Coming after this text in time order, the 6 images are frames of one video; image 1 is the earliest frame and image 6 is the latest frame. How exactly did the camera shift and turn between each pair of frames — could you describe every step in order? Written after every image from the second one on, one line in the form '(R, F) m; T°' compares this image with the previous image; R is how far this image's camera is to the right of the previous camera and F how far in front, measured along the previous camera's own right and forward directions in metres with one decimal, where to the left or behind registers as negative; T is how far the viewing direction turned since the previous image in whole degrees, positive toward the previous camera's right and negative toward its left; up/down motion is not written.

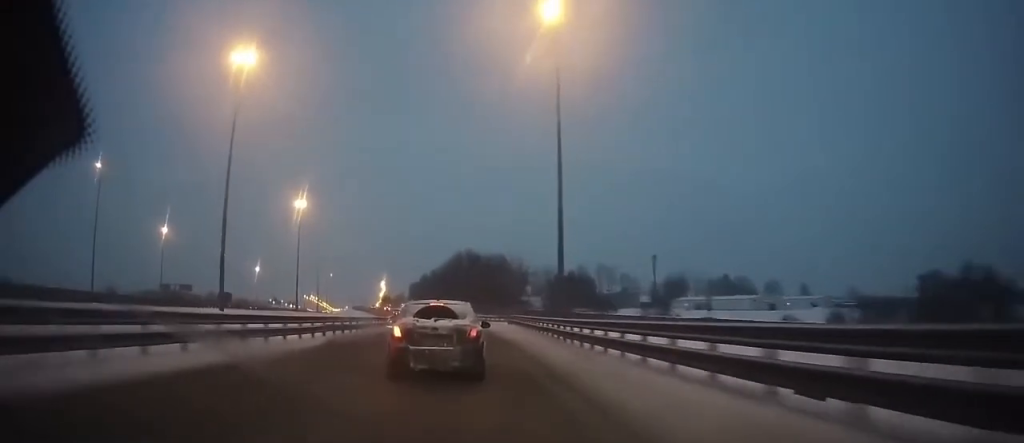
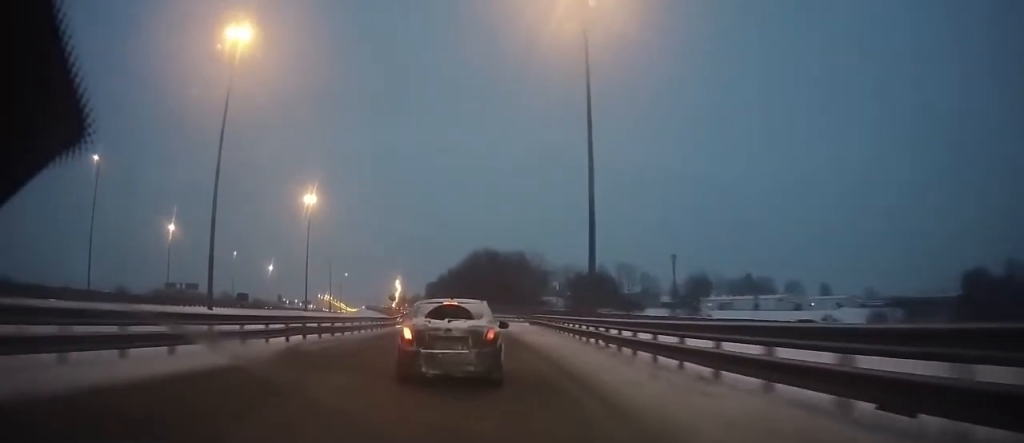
(-0.1, +7.7) m; 0°
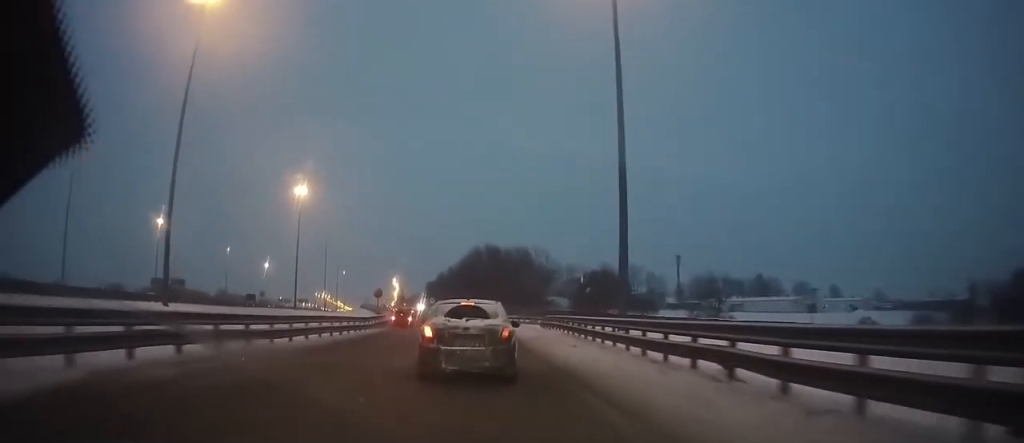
(-0.1, +11.2) m; -1°
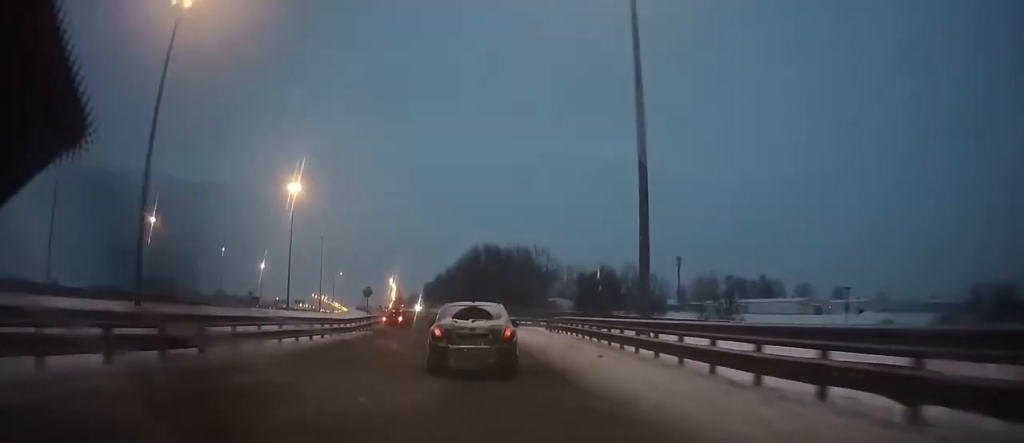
(0.0, +6.1) m; 0°
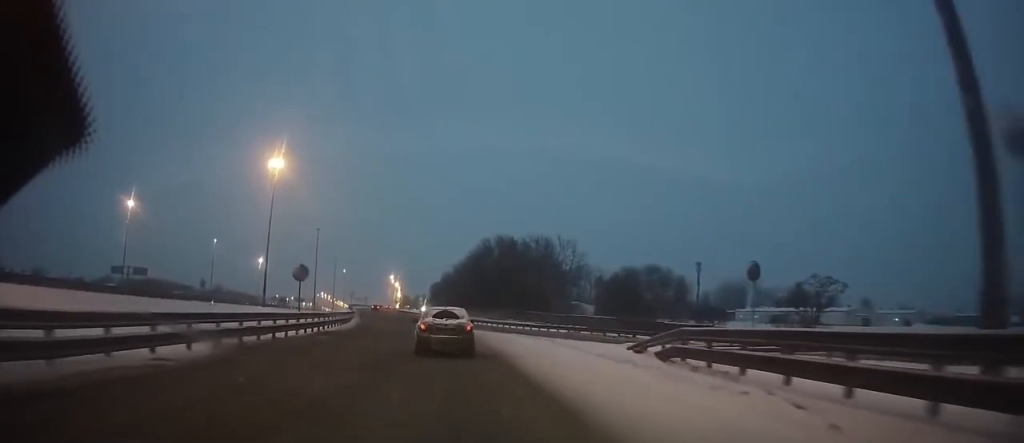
(-0.3, +24.0) m; -2°
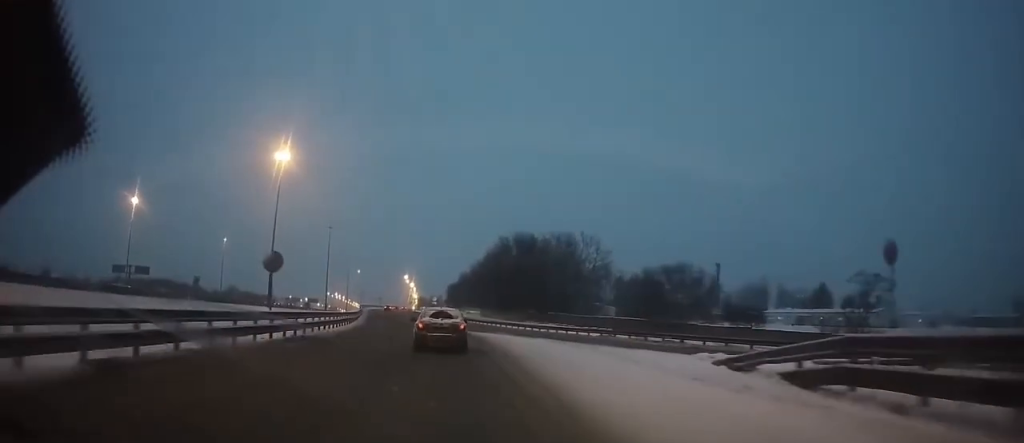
(-0.1, +7.3) m; -2°
